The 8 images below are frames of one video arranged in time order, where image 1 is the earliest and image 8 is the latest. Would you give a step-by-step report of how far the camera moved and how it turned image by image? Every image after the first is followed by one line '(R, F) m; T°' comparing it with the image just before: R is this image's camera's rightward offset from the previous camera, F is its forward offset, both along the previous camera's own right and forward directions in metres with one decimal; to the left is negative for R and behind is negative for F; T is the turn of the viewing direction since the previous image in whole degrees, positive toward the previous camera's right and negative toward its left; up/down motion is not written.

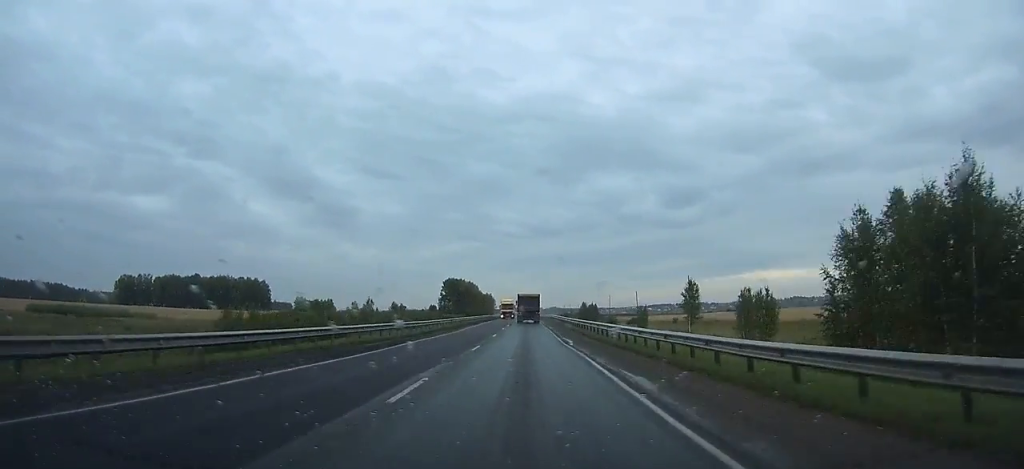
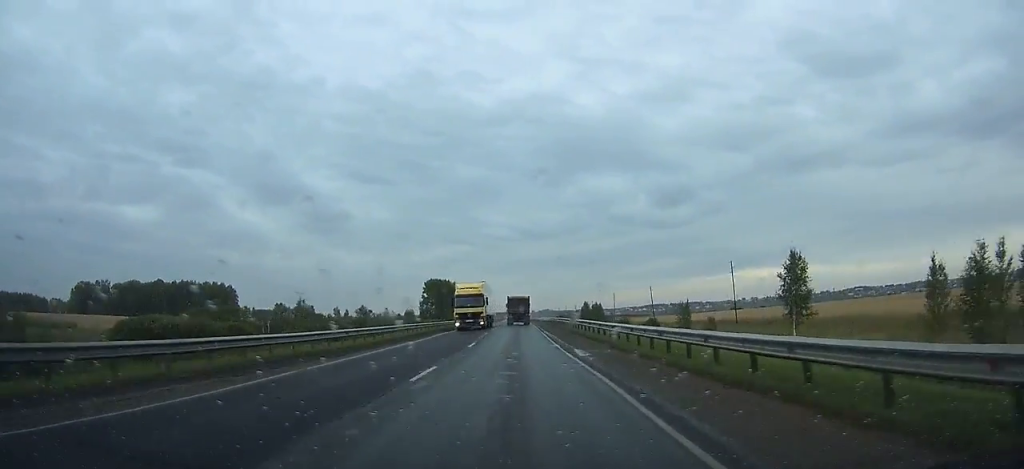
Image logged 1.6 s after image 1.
(0.0, +32.9) m; 0°
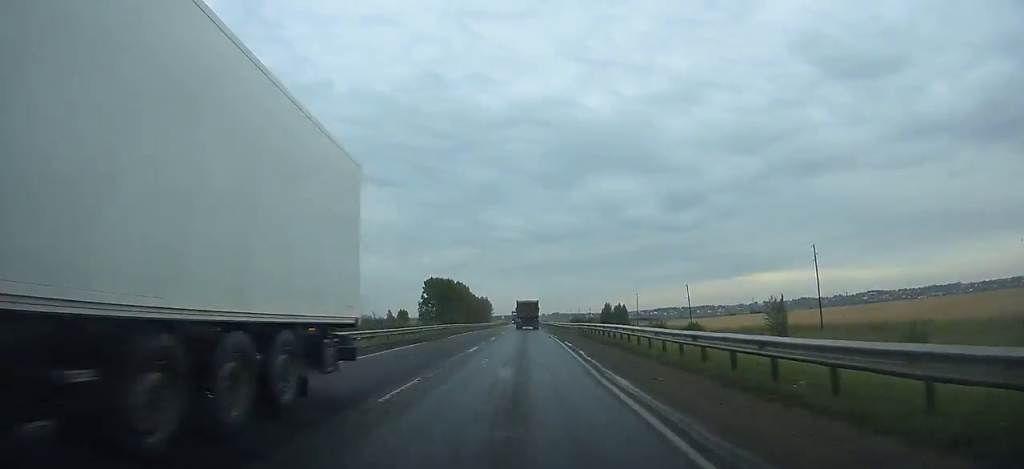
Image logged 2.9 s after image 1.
(-0.1, +26.7) m; 0°
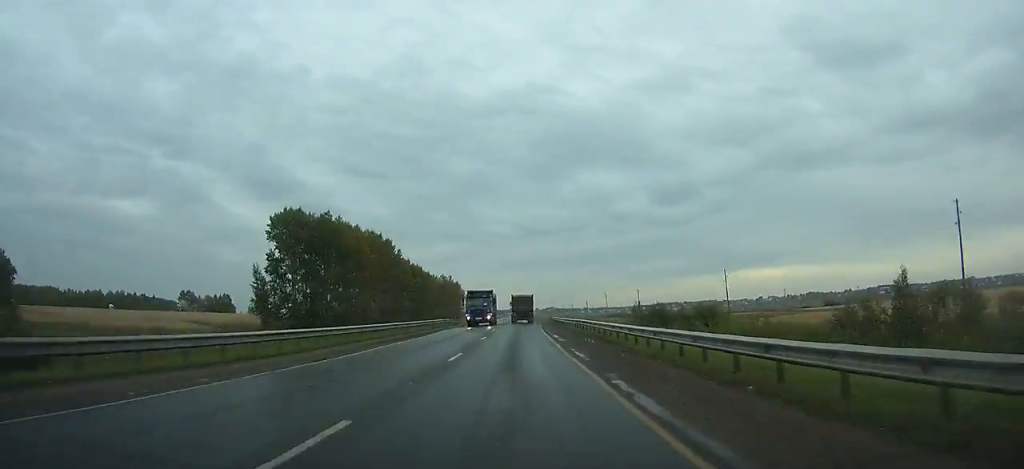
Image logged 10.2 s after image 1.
(-0.6, +148.5) m; 0°
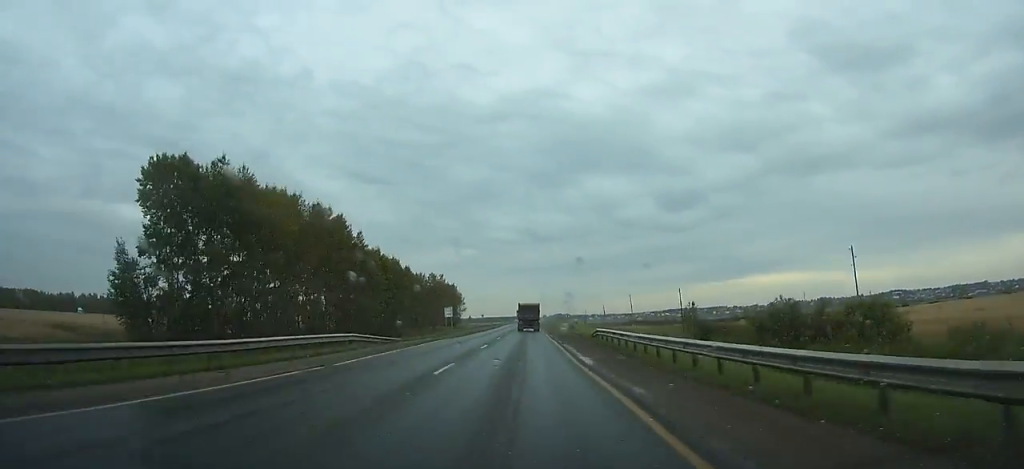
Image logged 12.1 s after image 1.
(0.0, +38.1) m; 0°
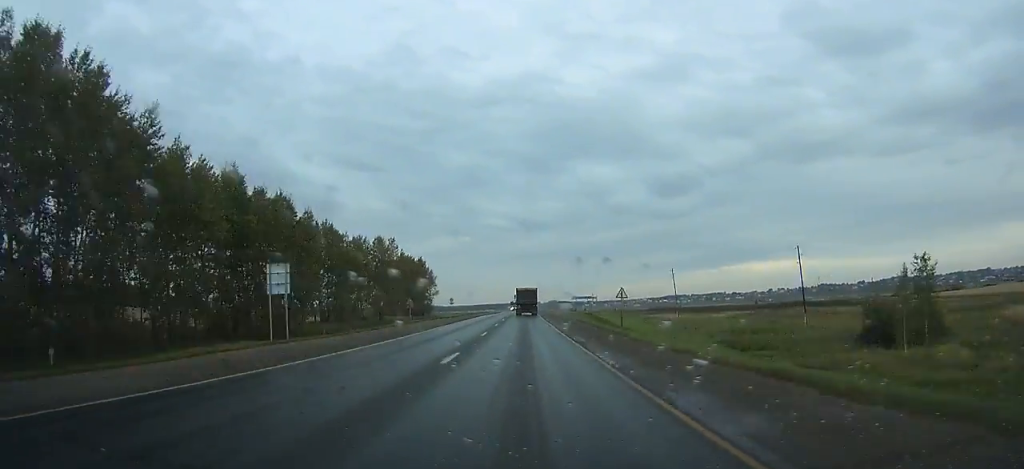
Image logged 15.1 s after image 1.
(0.0, +59.4) m; 0°
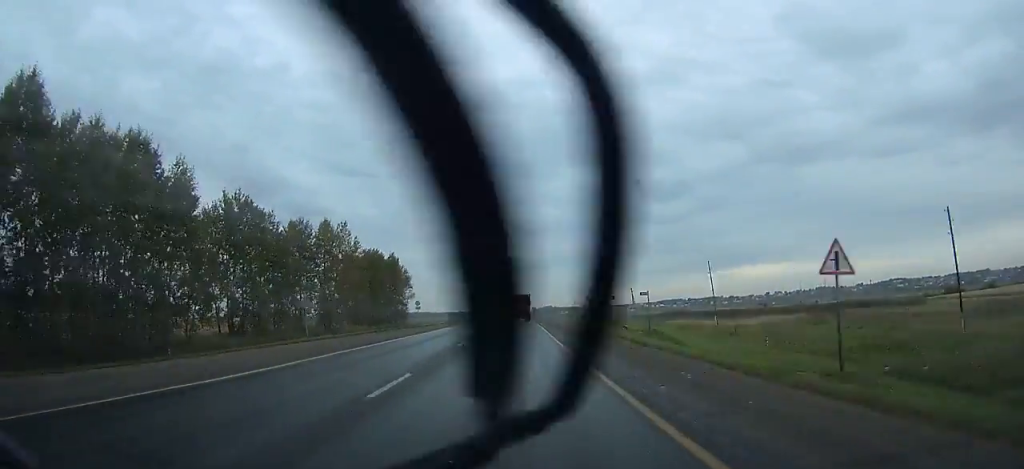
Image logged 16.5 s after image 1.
(0.0, +27.3) m; 0°
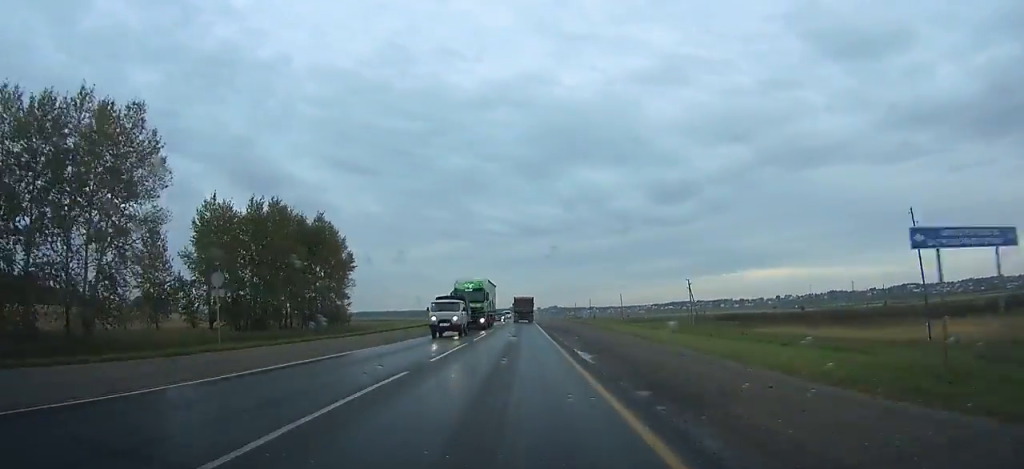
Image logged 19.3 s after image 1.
(0.0, +53.9) m; 0°
